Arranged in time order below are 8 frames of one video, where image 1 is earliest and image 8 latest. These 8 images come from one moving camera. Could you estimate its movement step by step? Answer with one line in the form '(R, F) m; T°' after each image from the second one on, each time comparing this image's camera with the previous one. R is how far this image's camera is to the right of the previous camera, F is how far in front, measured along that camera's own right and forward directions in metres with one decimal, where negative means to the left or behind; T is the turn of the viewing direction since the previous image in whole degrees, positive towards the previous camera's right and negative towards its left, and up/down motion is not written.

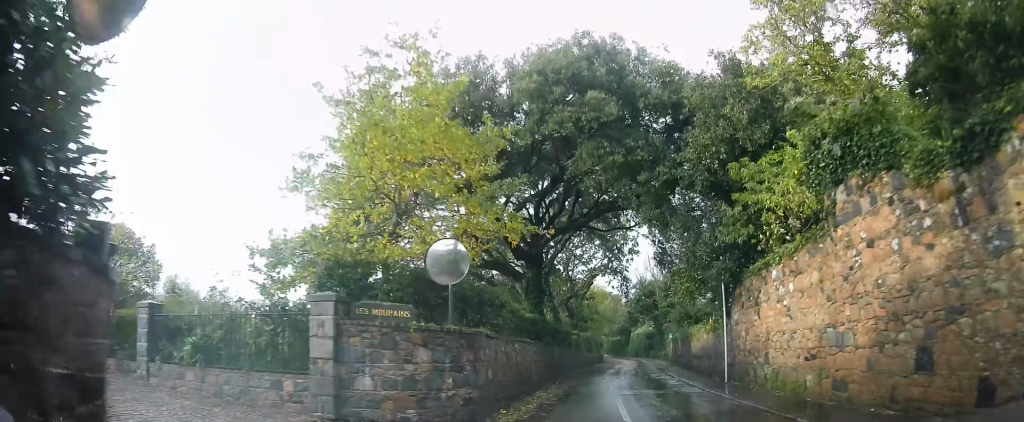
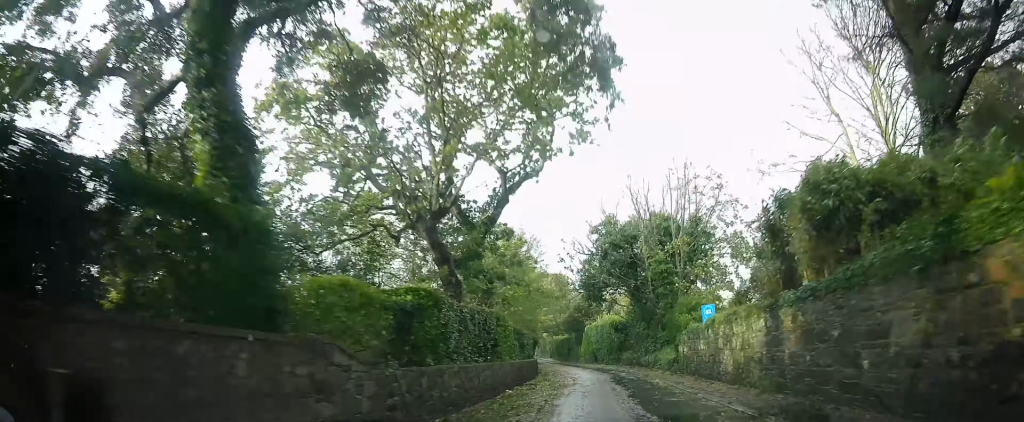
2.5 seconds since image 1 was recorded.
(+2.9, +27.2) m; +9°
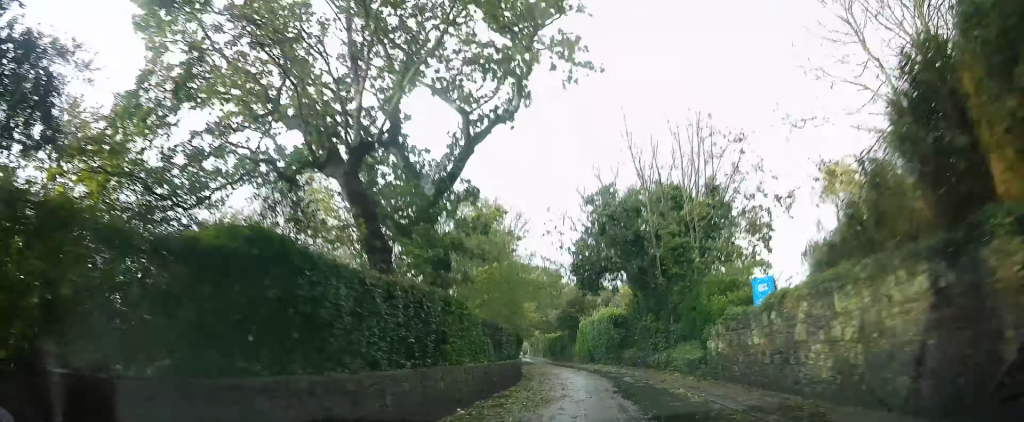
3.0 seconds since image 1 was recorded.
(+0.5, +6.2) m; +5°
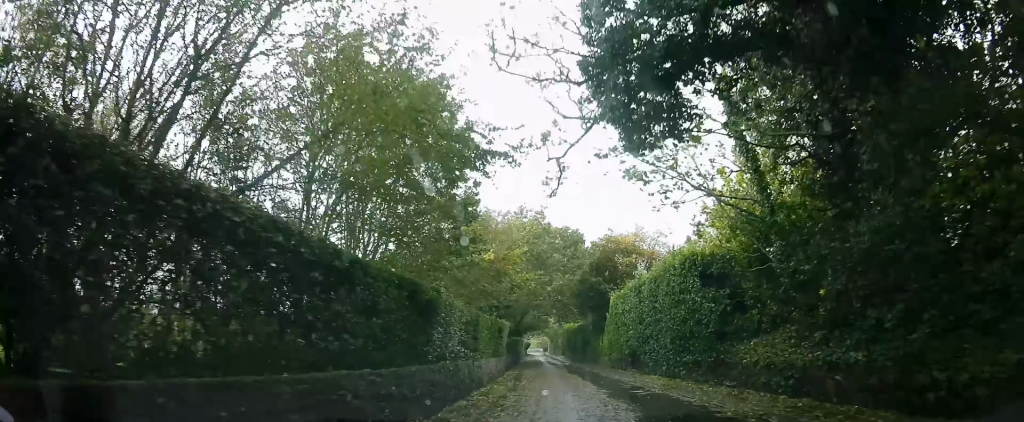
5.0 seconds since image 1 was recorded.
(+1.5, +21.9) m; +1°
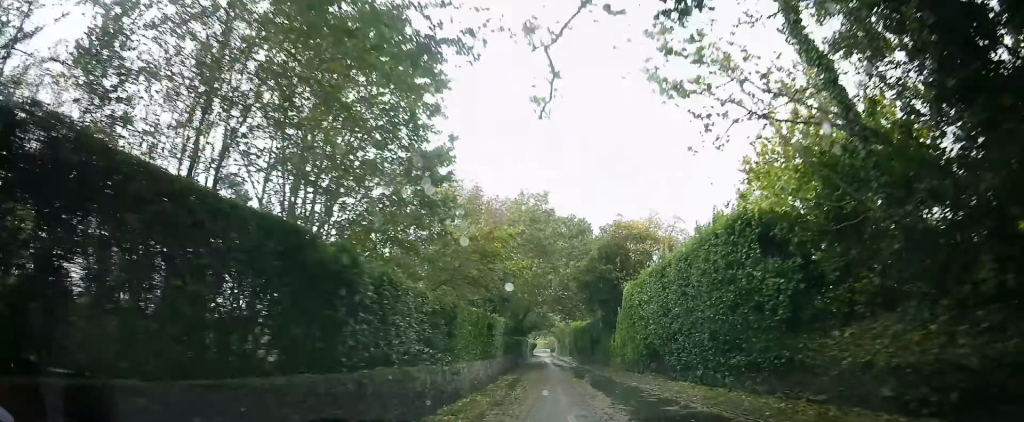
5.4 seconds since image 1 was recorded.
(-0.2, +4.4) m; -2°
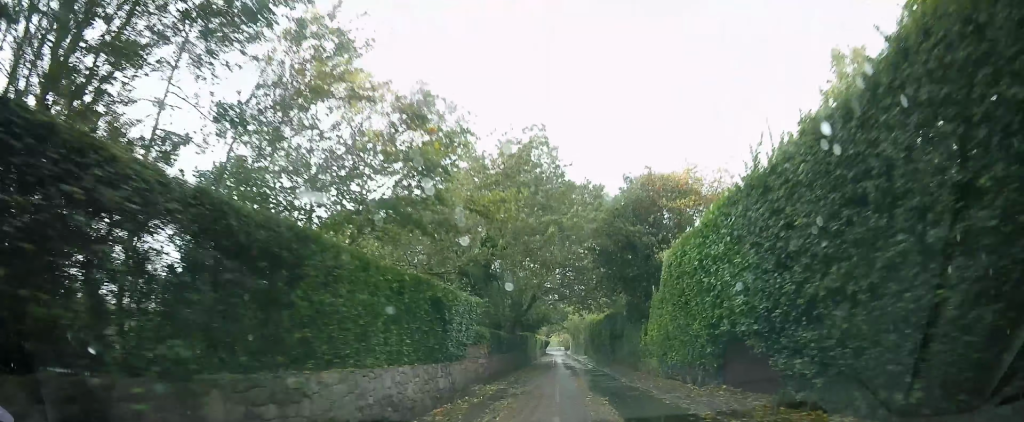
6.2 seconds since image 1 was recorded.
(-0.2, +8.6) m; 0°
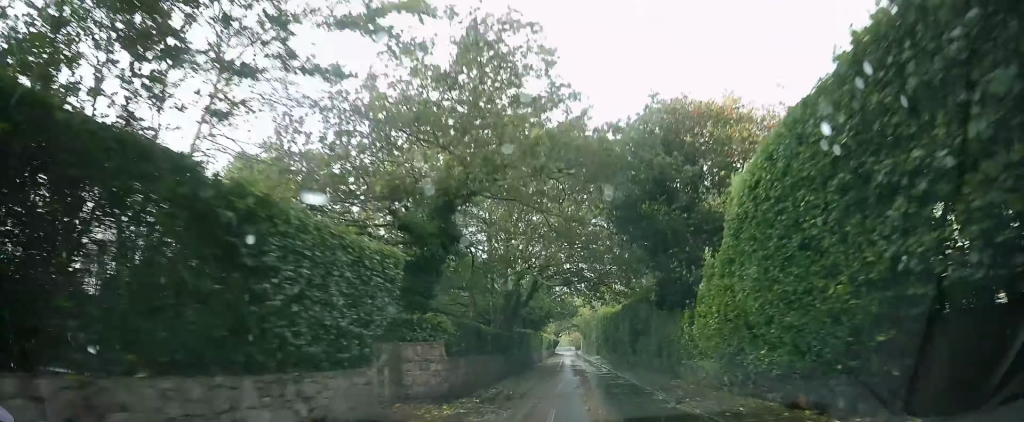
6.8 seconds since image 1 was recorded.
(0.0, +7.1) m; 0°
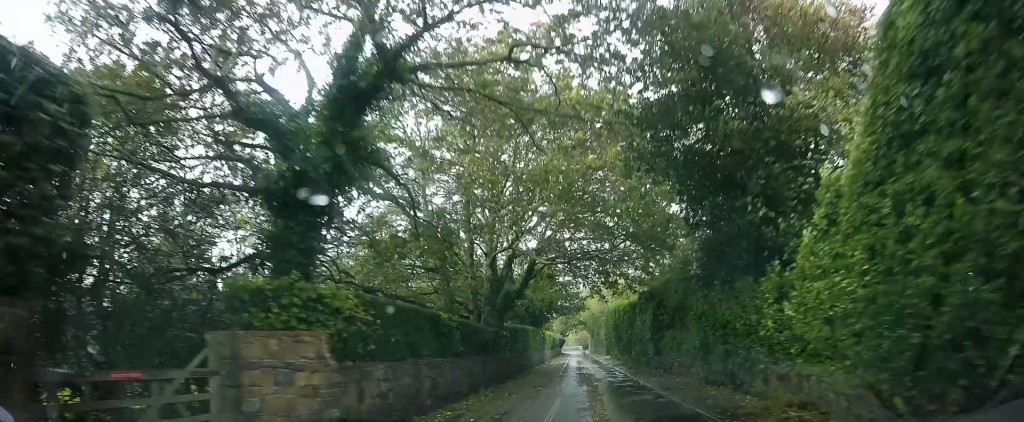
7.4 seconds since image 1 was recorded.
(+0.1, +6.0) m; 0°
